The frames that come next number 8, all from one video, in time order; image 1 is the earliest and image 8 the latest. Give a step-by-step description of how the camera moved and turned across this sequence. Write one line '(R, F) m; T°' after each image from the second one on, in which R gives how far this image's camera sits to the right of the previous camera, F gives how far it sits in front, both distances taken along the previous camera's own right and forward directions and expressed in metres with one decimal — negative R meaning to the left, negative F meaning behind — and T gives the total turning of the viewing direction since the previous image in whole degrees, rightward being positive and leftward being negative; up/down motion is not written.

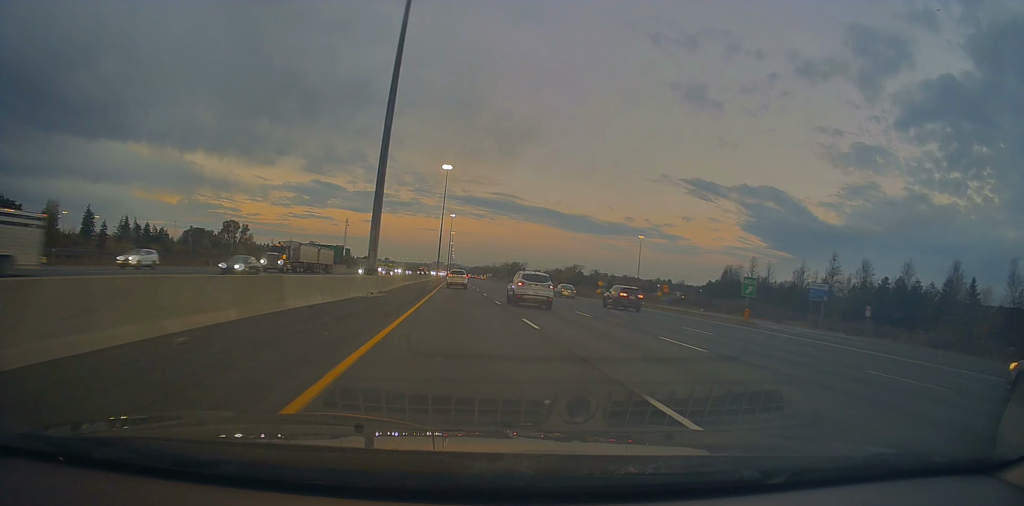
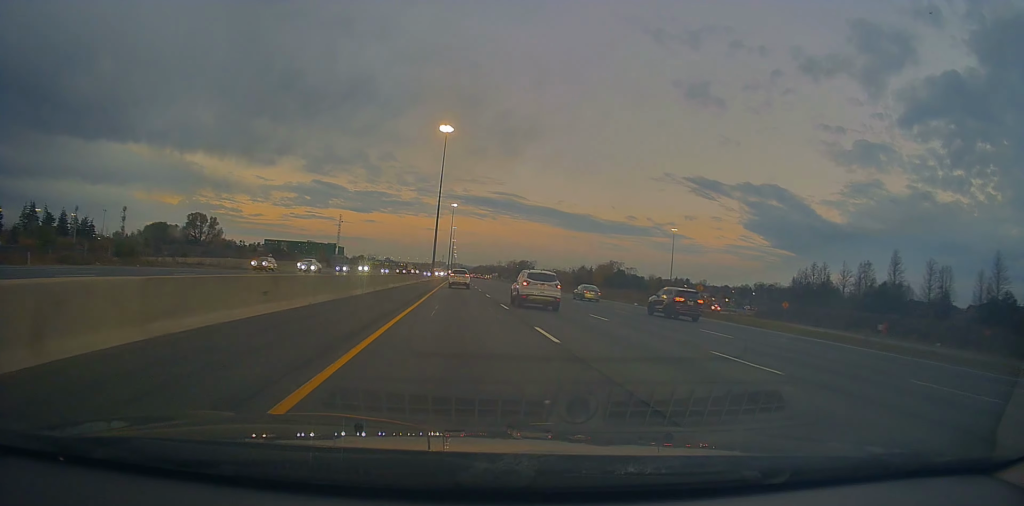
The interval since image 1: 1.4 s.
(-0.4, +49.2) m; -1°
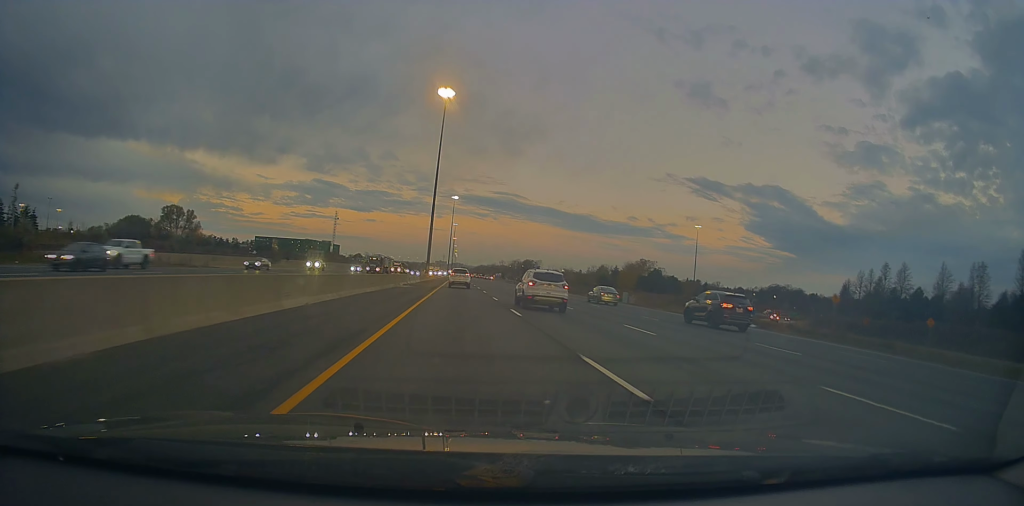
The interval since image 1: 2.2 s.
(-0.2, +28.1) m; 0°
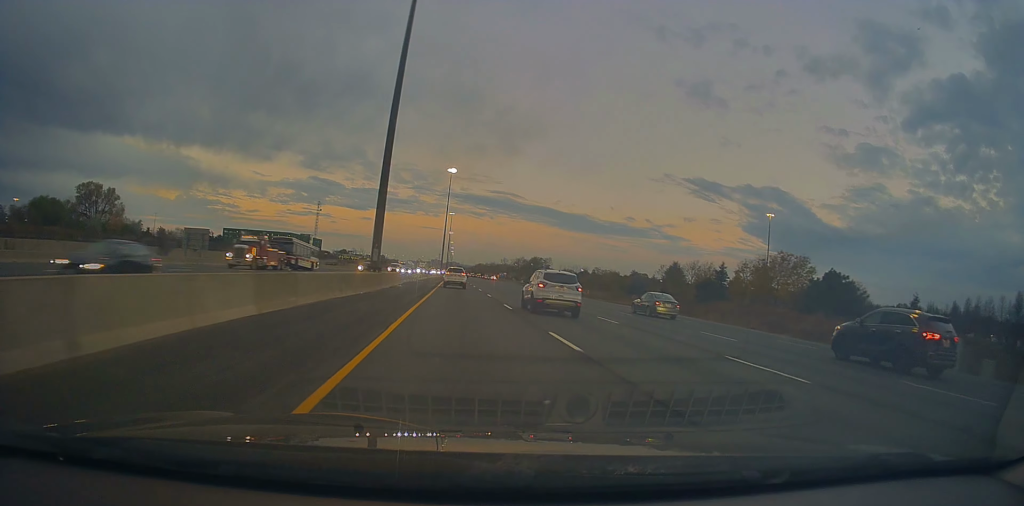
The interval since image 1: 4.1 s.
(+0.7, +66.3) m; +1°
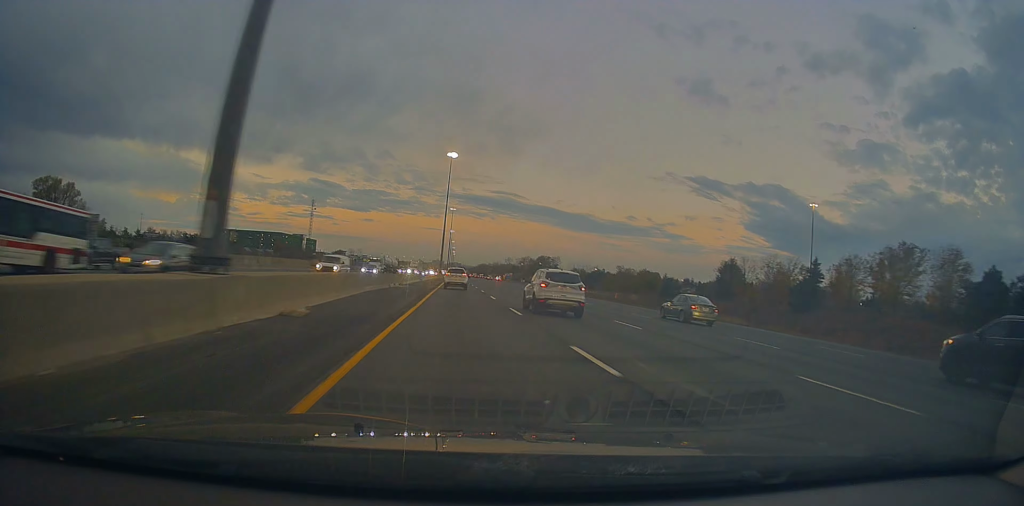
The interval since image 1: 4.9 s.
(+0.1, +26.5) m; -1°
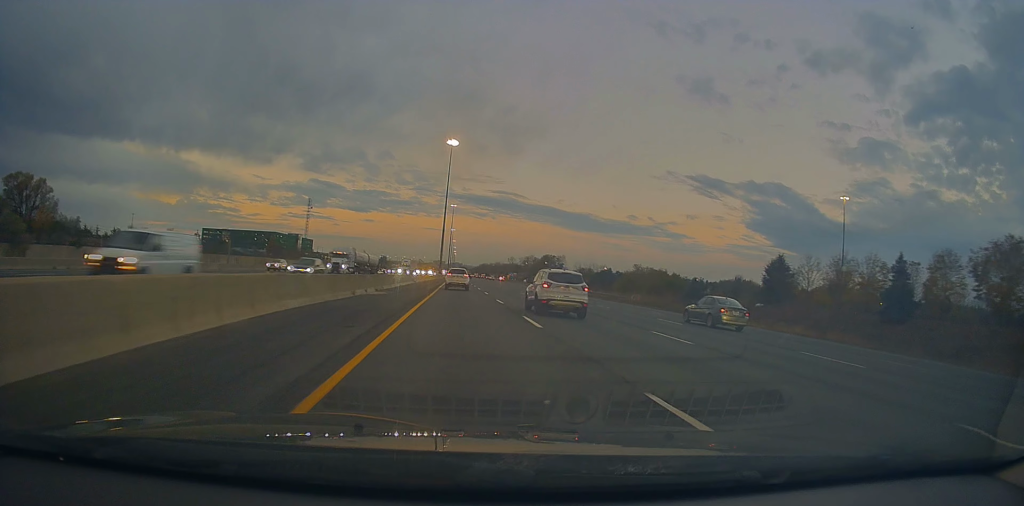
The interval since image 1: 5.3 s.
(-0.2, +16.0) m; 0°
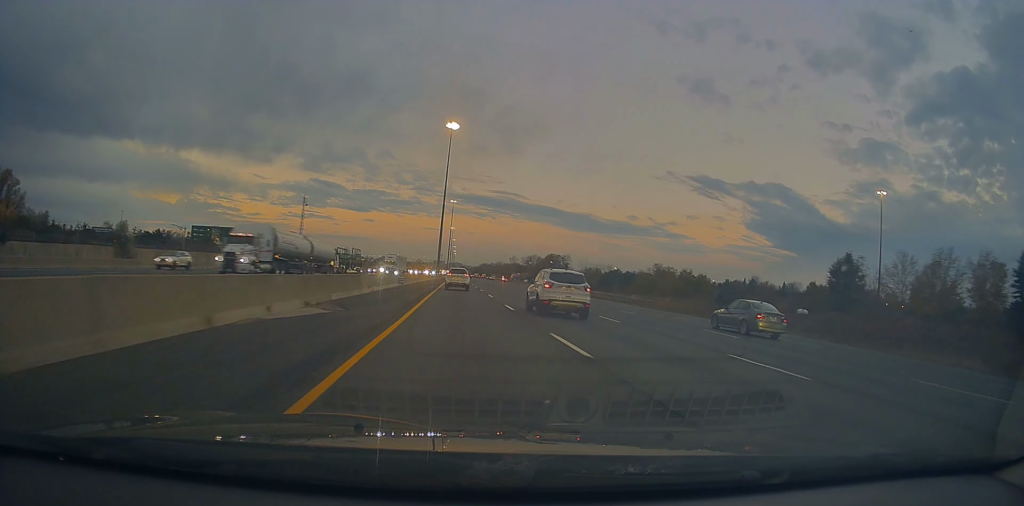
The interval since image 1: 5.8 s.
(-0.2, +17.2) m; 0°
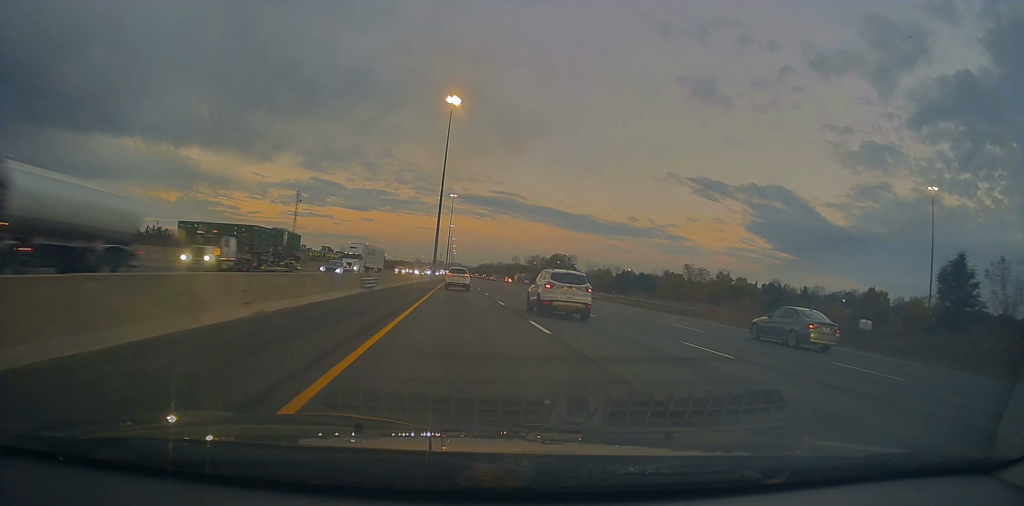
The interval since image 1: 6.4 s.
(+0.3, +20.5) m; +1°
